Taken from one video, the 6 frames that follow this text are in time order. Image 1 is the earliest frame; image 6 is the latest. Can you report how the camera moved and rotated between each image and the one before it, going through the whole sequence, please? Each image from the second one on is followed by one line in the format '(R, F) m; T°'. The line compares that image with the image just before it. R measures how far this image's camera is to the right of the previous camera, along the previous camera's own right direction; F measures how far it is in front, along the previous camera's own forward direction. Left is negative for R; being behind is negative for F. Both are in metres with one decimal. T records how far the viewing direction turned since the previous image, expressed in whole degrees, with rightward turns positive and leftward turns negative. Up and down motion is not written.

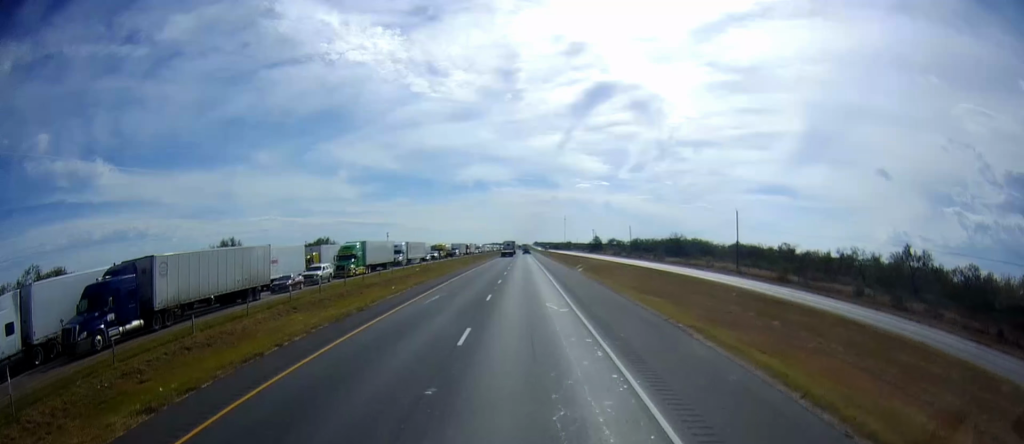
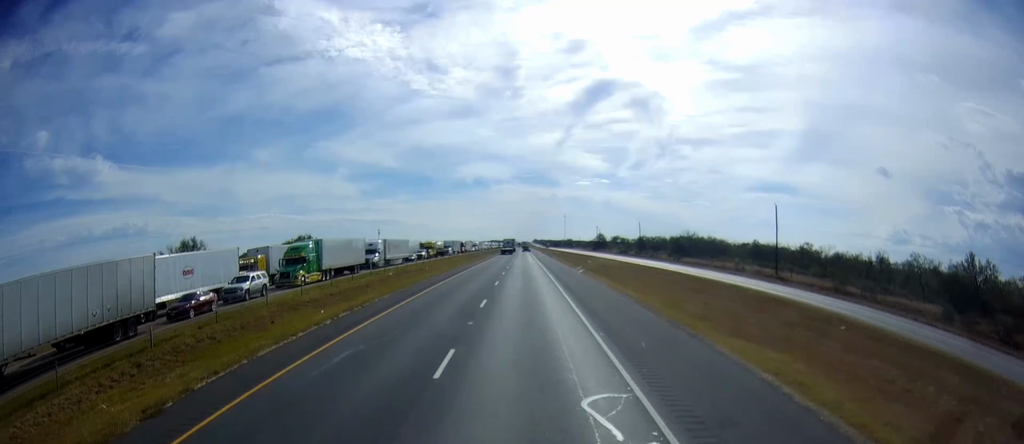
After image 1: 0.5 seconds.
(+0.1, +15.8) m; 0°
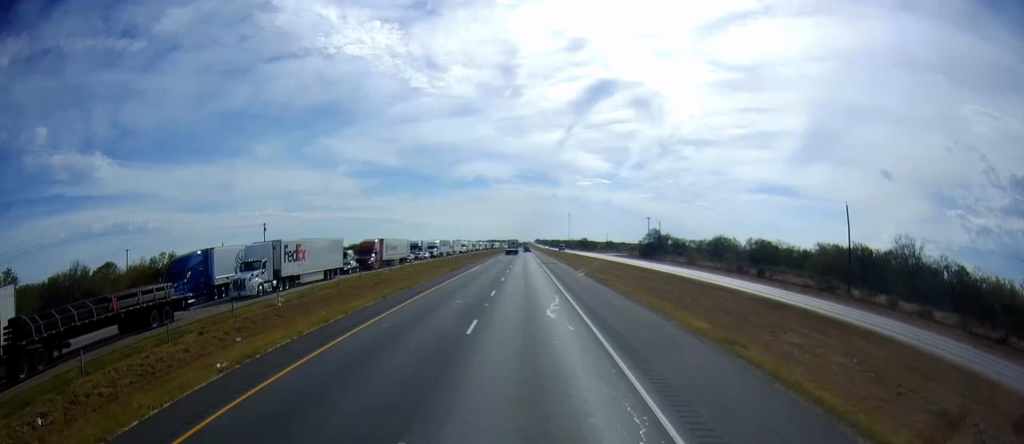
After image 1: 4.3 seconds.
(-1.0, +114.0) m; 0°
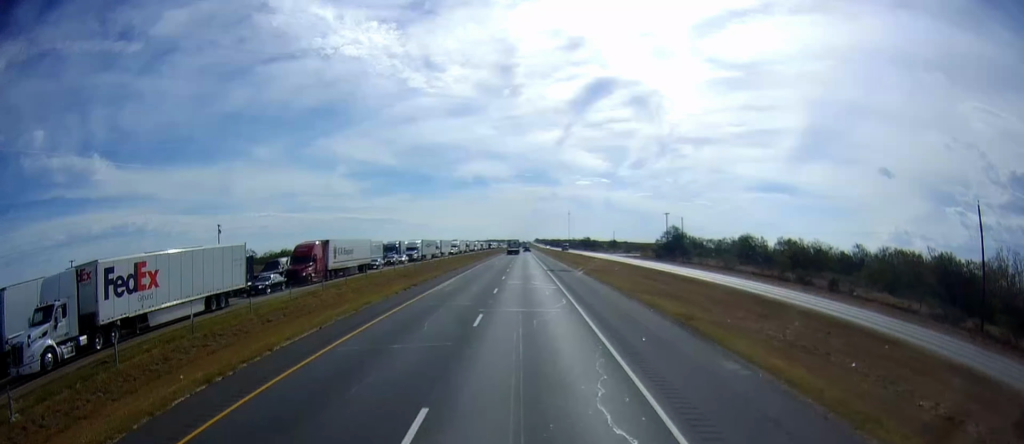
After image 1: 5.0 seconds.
(0.0, +22.4) m; 0°
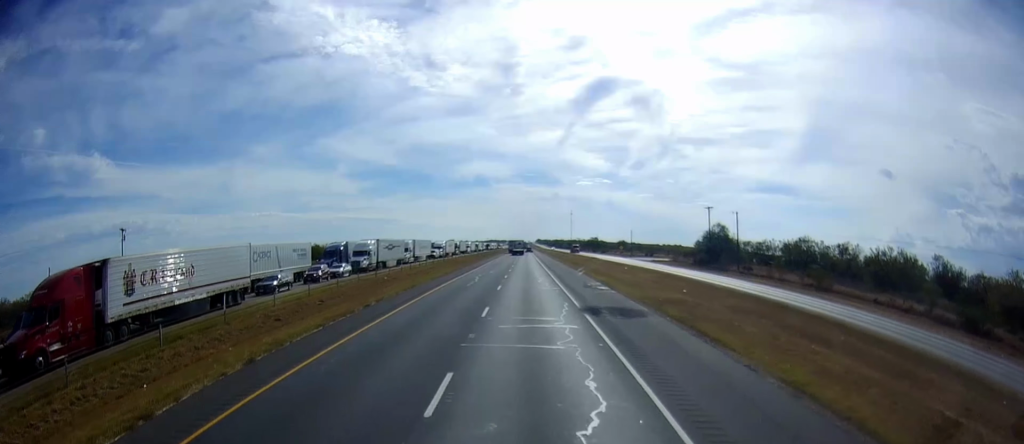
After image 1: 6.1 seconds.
(+0.1, +33.6) m; +1°
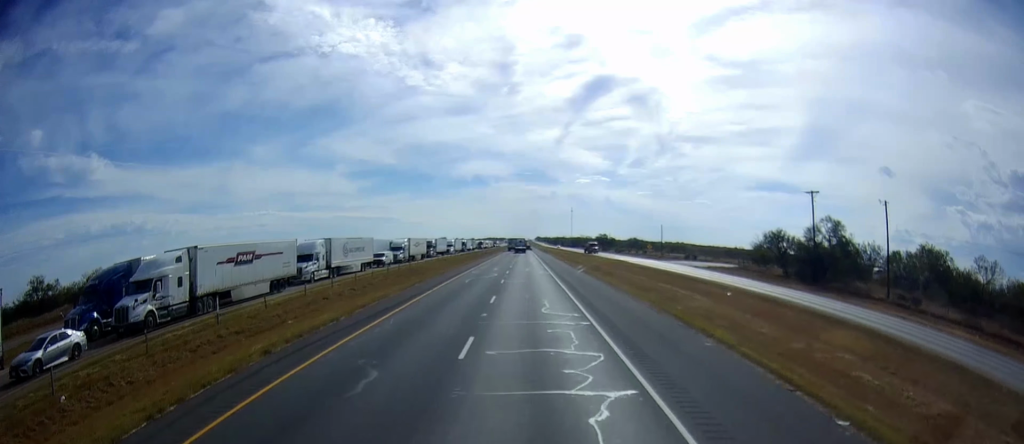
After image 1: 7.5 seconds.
(+0.5, +43.9) m; 0°
